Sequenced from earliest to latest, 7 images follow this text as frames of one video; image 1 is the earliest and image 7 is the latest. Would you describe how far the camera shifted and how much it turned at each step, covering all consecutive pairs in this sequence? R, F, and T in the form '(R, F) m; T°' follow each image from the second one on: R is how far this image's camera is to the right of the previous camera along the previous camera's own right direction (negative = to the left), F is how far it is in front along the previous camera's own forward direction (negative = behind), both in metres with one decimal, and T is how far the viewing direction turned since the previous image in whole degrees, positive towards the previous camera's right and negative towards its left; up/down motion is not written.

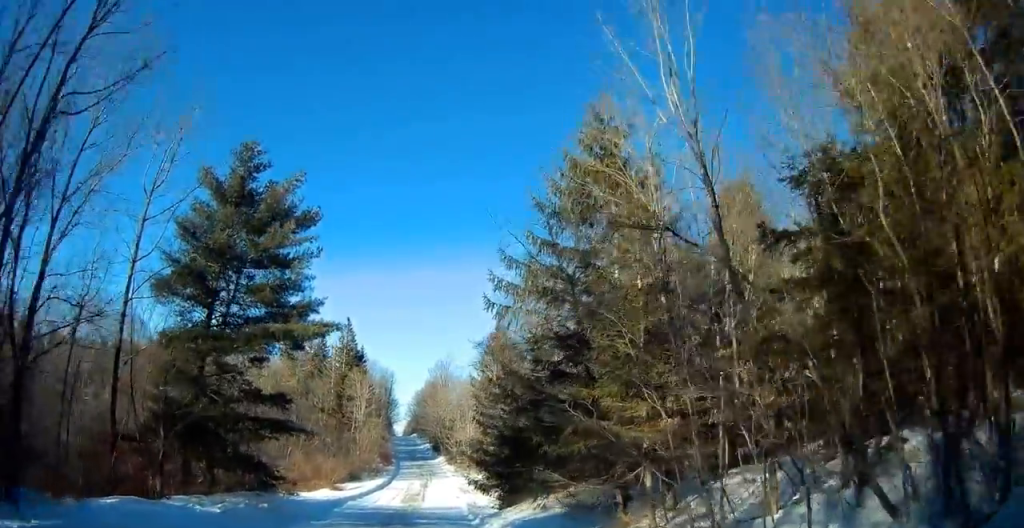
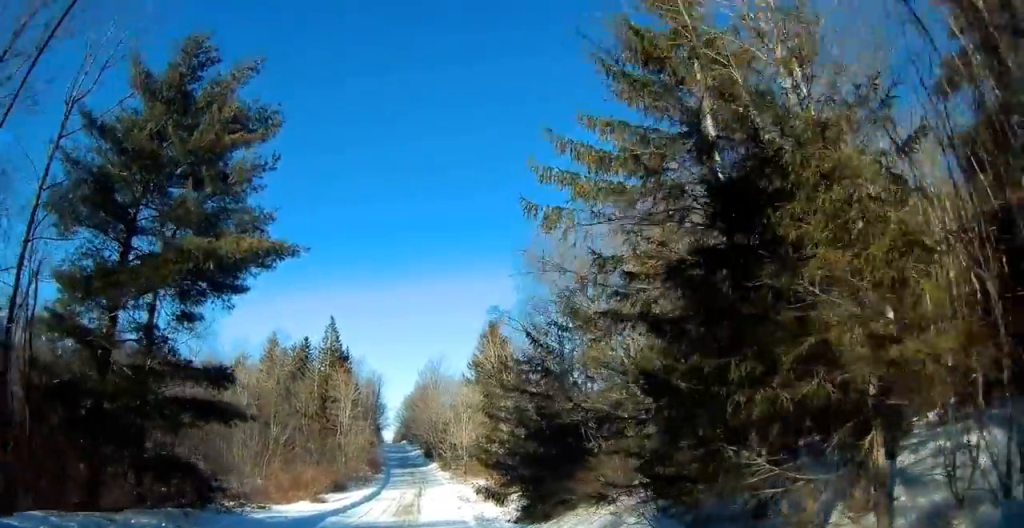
(0.0, +7.2) m; +2°
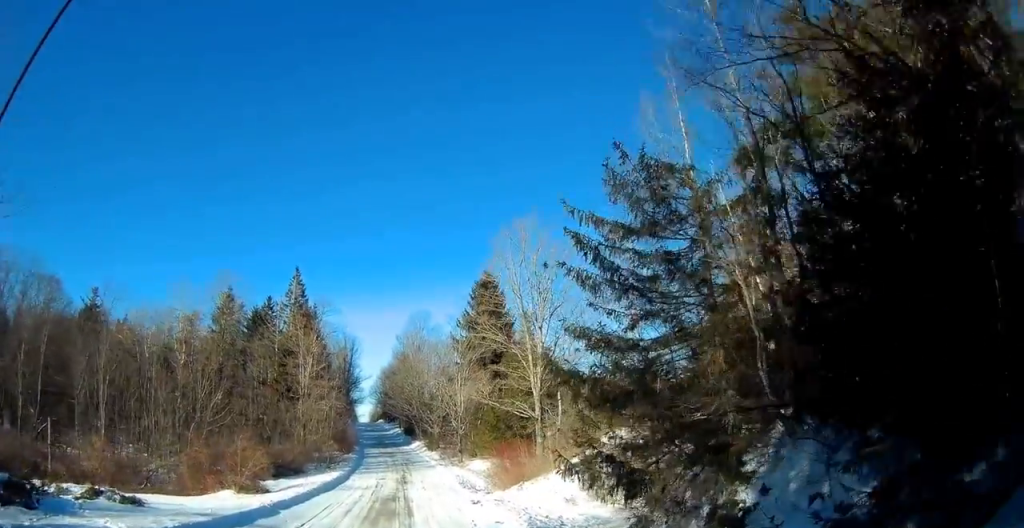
(+0.8, +17.0) m; +3°
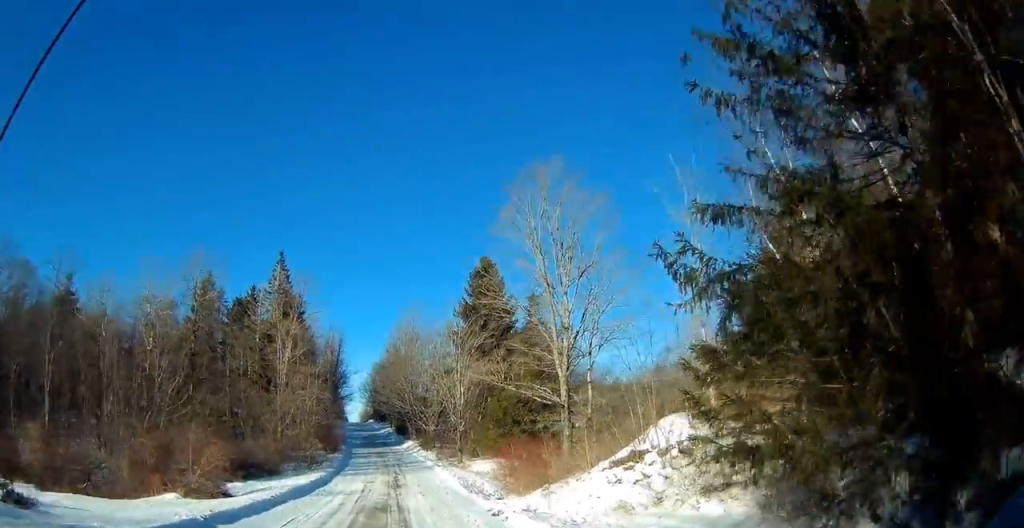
(0.0, +6.7) m; 0°
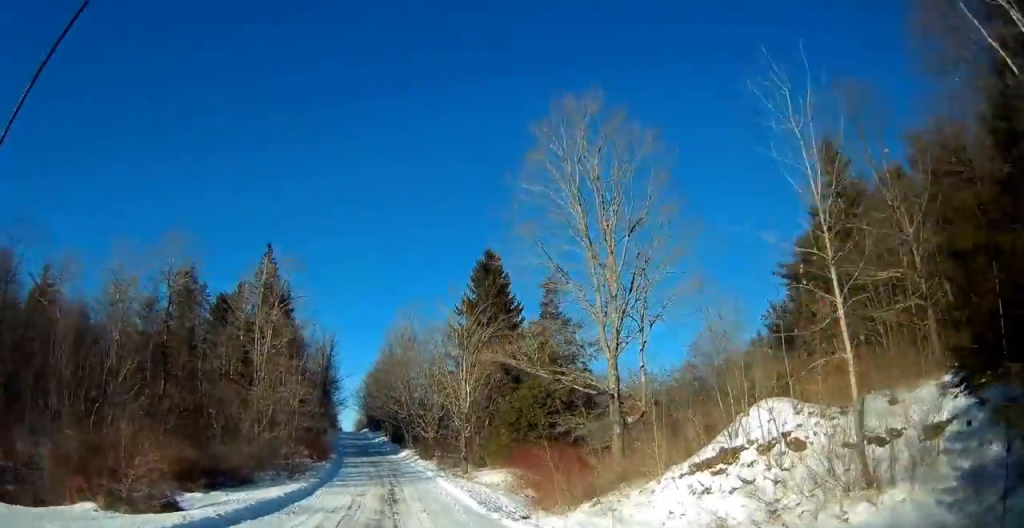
(0.0, +6.4) m; 0°
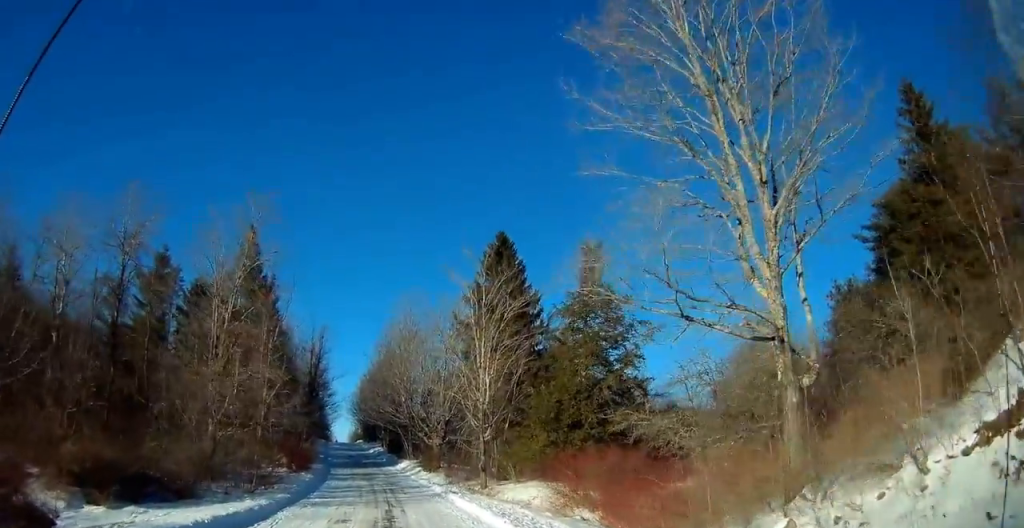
(0.0, +10.0) m; 0°
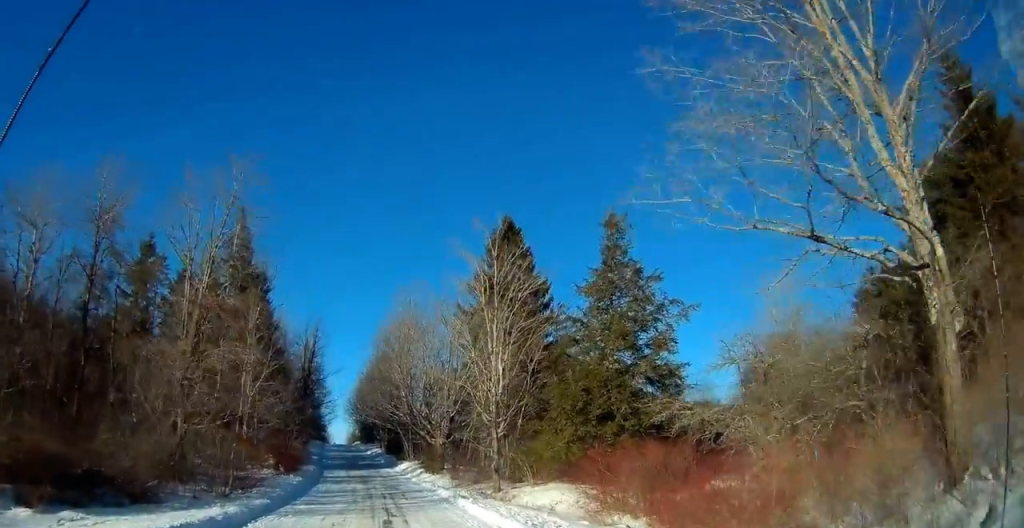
(0.0, +4.6) m; 0°
